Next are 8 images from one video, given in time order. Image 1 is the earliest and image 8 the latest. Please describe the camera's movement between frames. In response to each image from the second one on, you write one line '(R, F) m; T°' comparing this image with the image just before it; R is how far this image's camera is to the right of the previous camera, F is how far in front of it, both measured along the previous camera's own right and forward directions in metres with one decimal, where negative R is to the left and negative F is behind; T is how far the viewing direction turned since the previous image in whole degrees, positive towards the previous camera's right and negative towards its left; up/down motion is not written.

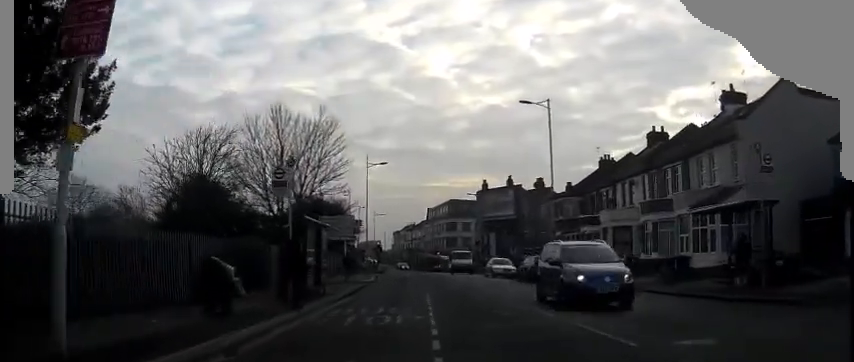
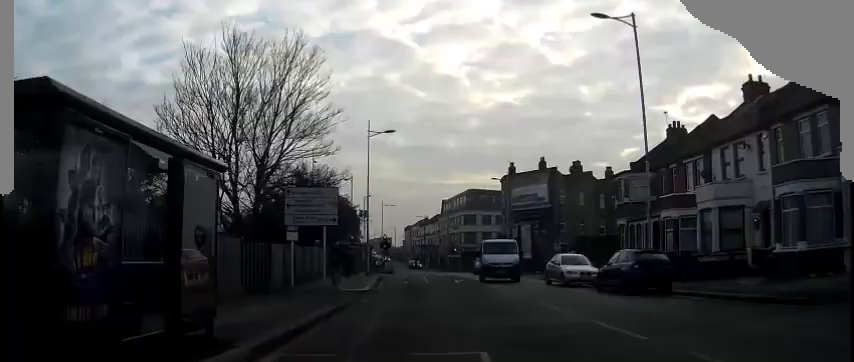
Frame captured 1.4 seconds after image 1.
(-0.3, +13.4) m; -2°
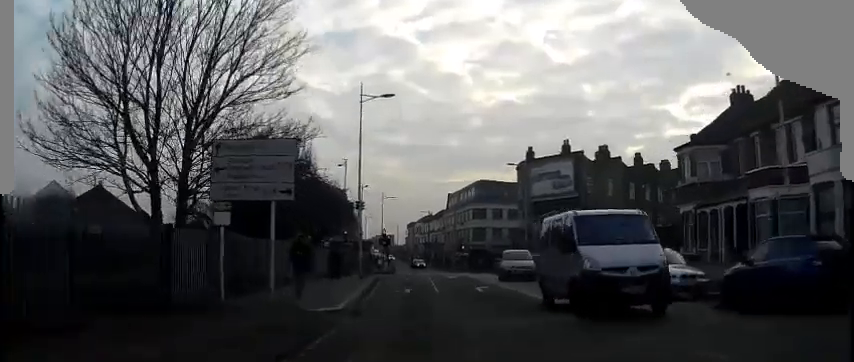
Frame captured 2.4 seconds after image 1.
(-0.1, +9.6) m; 0°
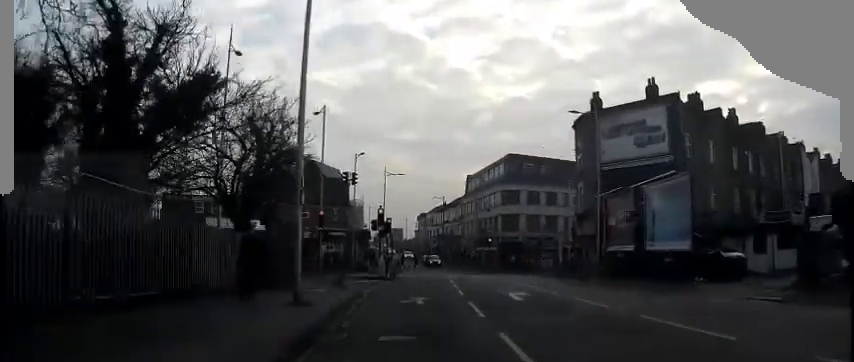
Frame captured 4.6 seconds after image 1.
(-0.3, +20.0) m; -2°
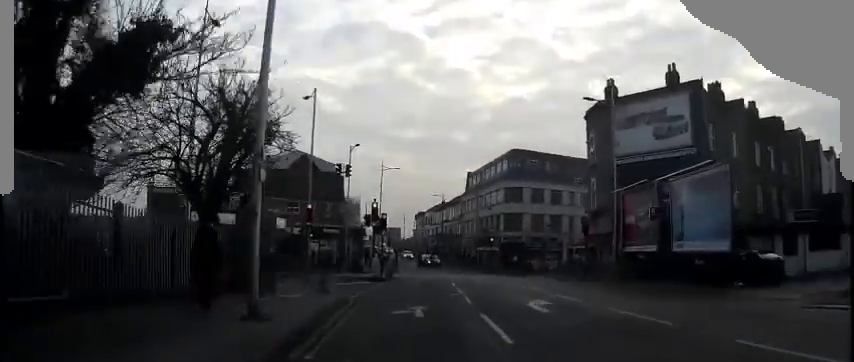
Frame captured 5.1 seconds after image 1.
(0.0, +3.5) m; 0°
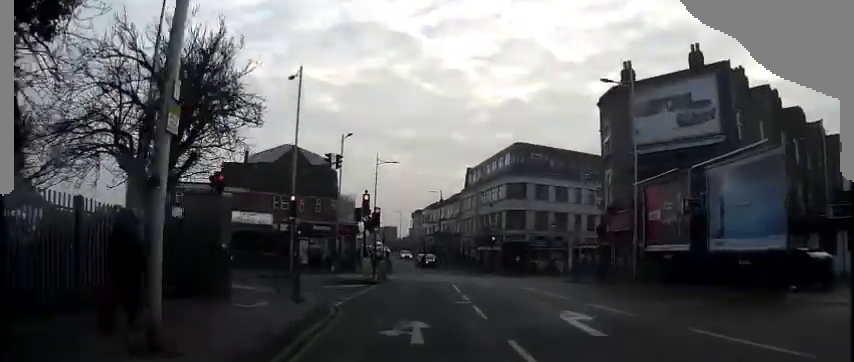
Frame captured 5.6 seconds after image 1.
(0.0, +3.6) m; 0°
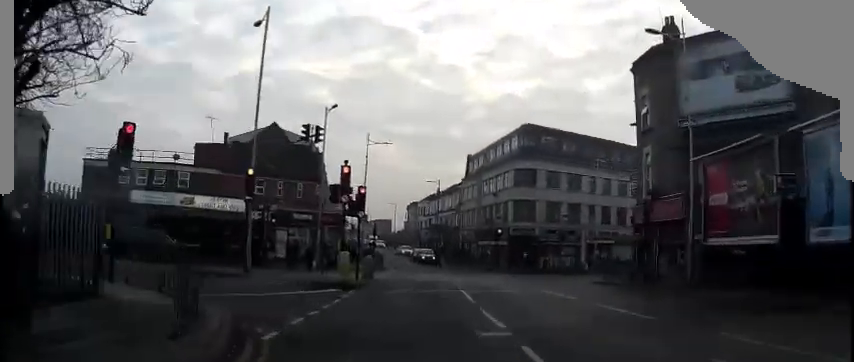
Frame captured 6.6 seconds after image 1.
(0.0, +6.7) m; 0°
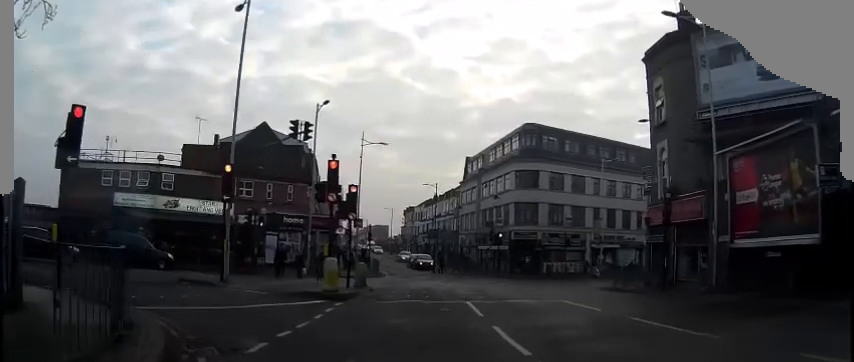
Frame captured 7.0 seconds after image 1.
(0.0, +2.3) m; 0°
